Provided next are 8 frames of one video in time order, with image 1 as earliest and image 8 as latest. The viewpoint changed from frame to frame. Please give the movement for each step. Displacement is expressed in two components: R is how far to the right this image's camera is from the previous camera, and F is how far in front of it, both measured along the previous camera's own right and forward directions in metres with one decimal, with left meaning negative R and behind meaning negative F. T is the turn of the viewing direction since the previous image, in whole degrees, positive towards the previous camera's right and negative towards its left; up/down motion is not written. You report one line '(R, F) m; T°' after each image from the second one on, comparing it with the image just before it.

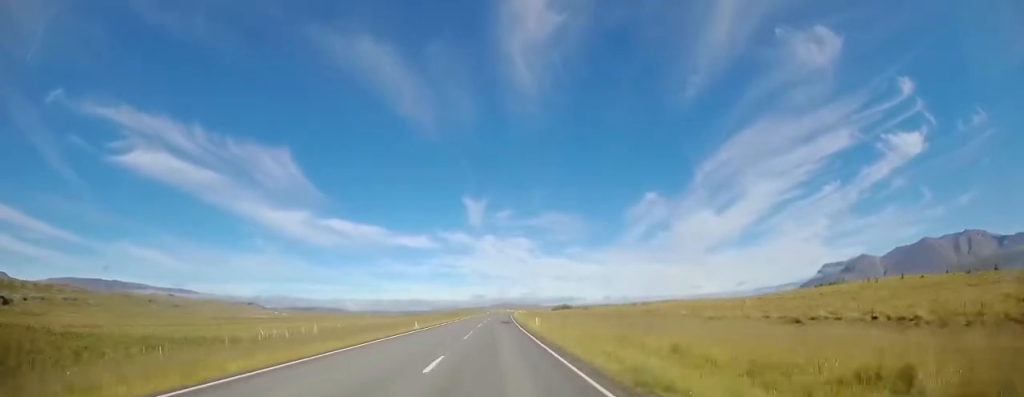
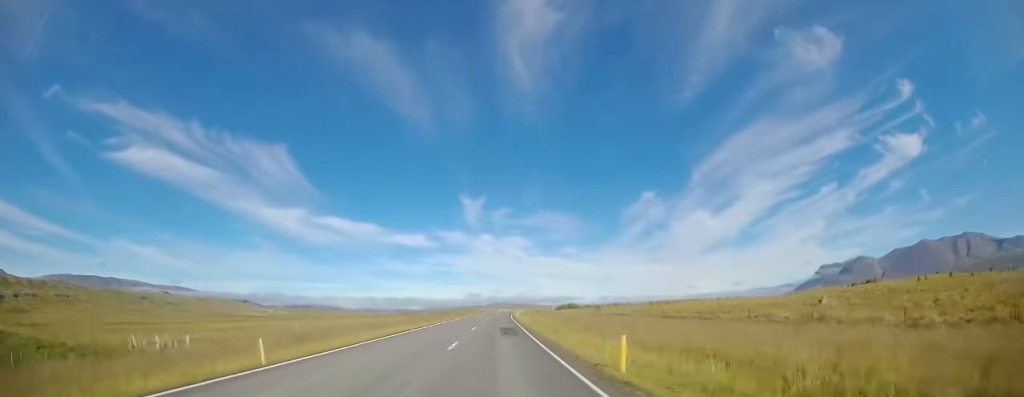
(0.0, +19.3) m; 0°
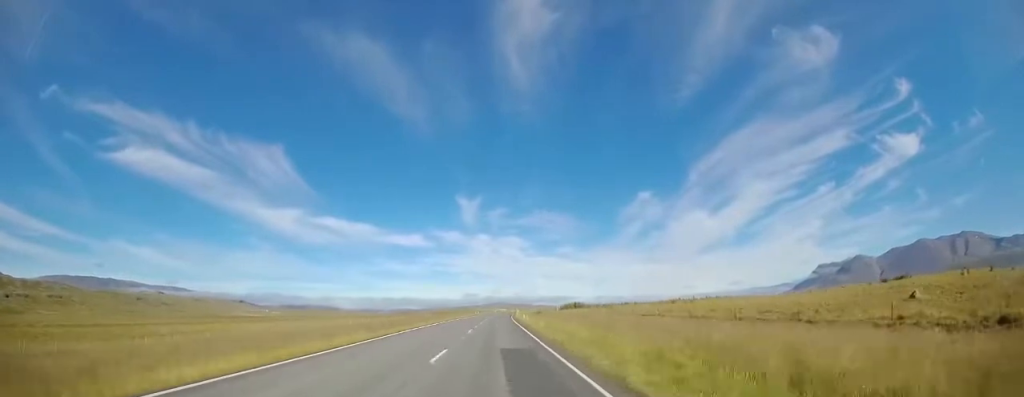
(0.0, +15.4) m; 0°
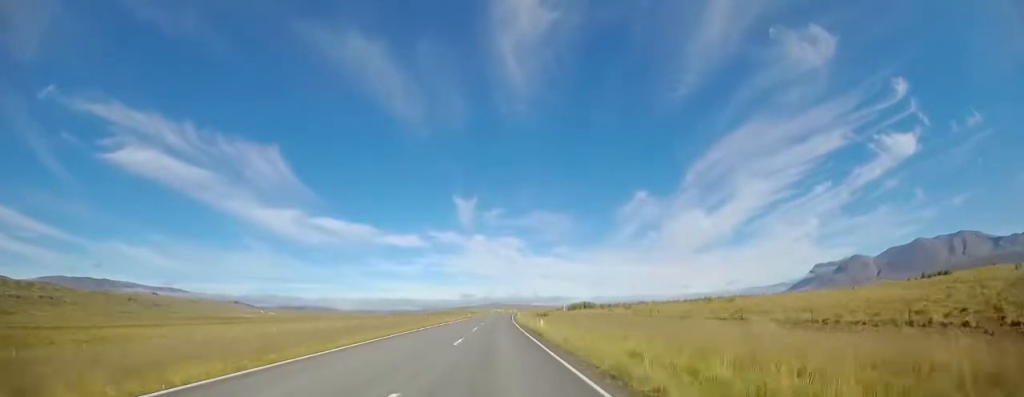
(0.0, +18.5) m; +1°
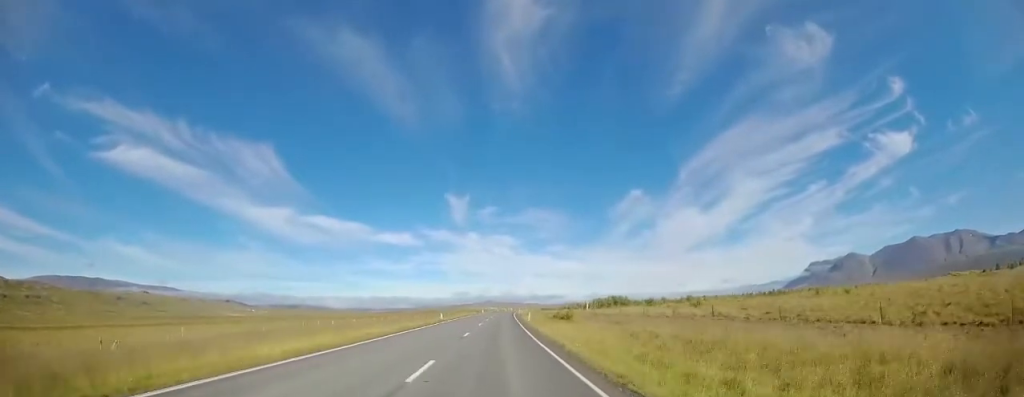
(+0.3, +32.0) m; +1°
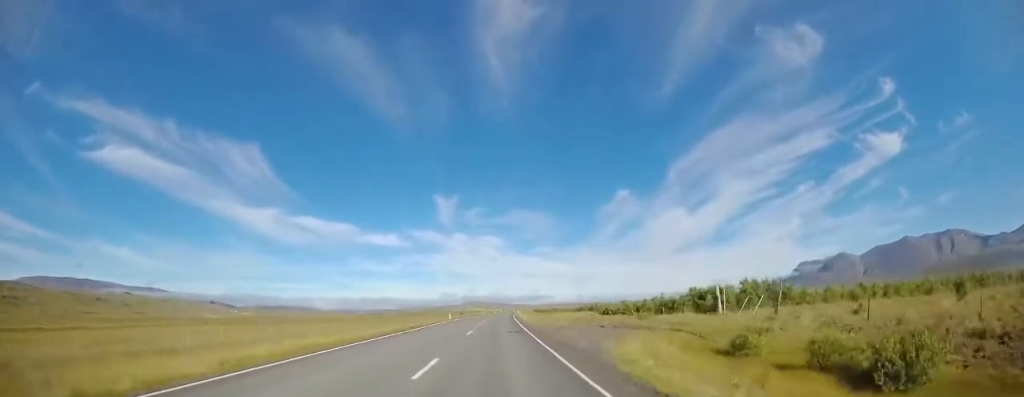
(+1.1, +47.8) m; +2°
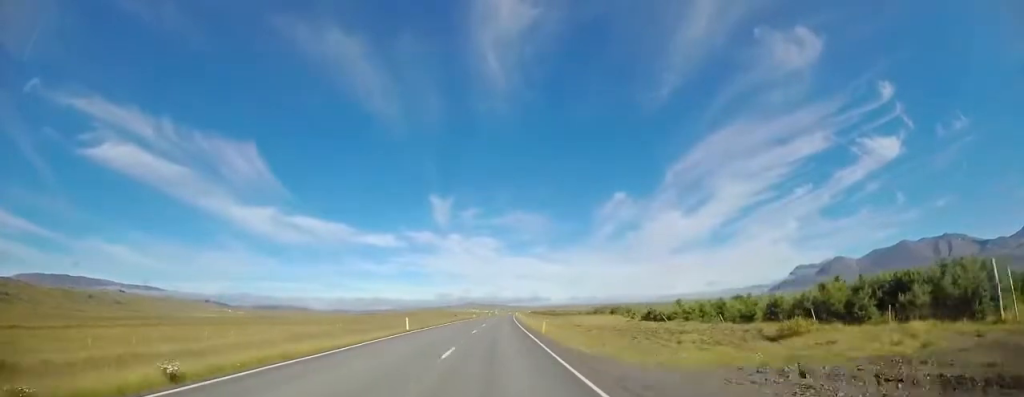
(0.0, +20.3) m; 0°
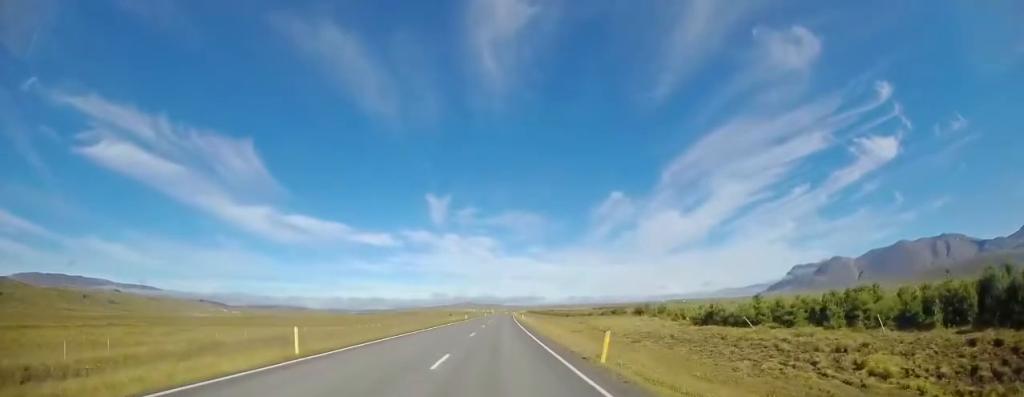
(-0.1, +14.3) m; 0°
